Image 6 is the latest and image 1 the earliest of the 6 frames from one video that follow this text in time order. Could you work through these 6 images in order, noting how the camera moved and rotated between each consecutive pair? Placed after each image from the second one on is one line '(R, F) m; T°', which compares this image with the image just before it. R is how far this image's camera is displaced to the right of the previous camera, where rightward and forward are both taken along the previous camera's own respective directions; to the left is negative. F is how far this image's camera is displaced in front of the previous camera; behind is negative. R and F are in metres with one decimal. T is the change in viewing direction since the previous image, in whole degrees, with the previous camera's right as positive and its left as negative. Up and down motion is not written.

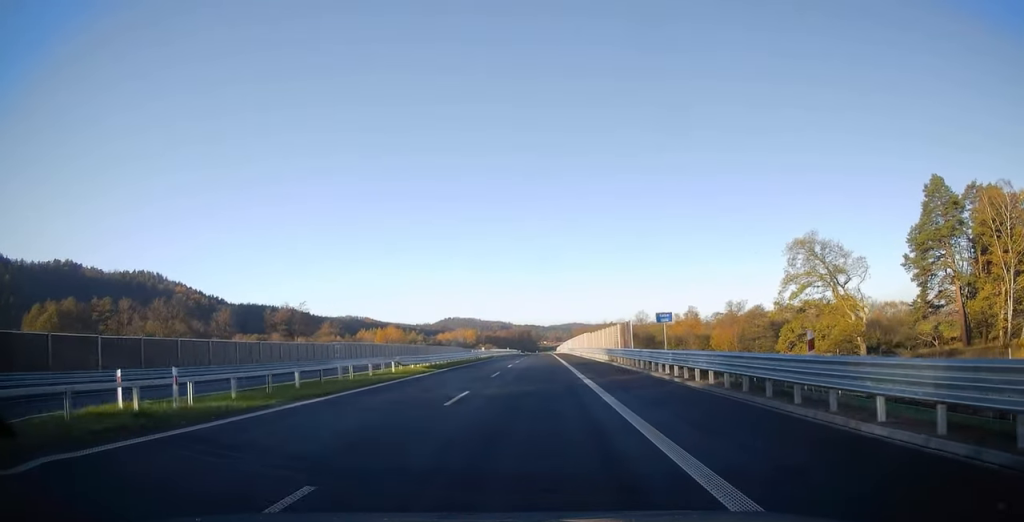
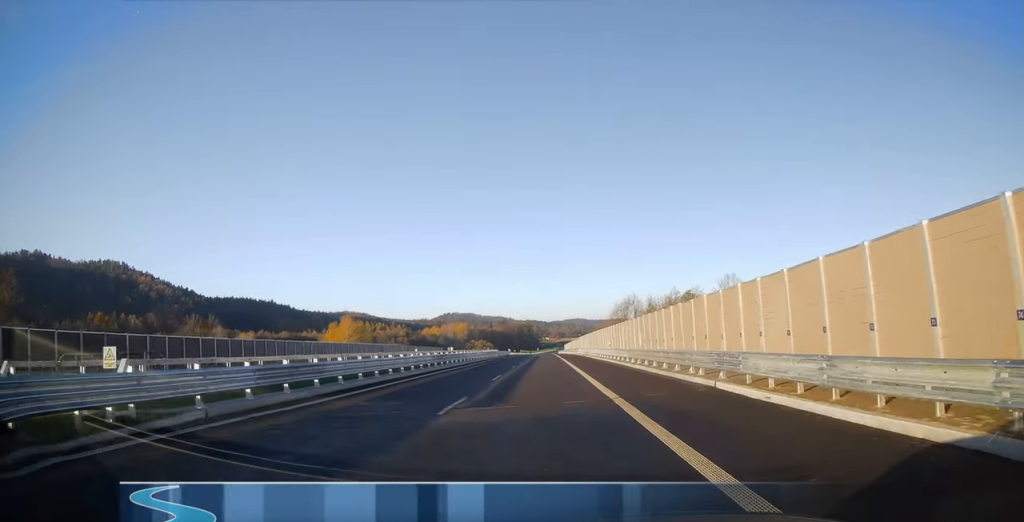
(0.0, +73.6) m; 0°
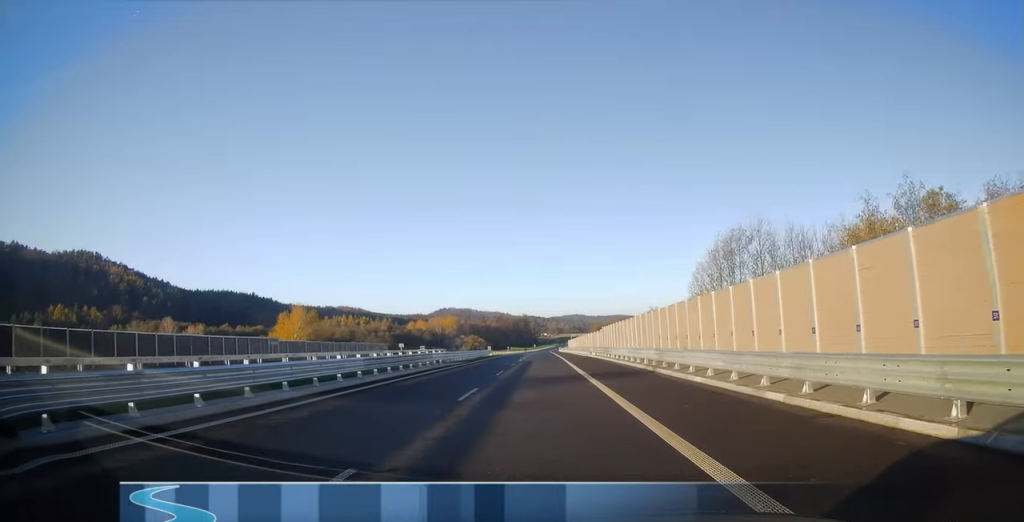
(0.0, +45.1) m; 0°
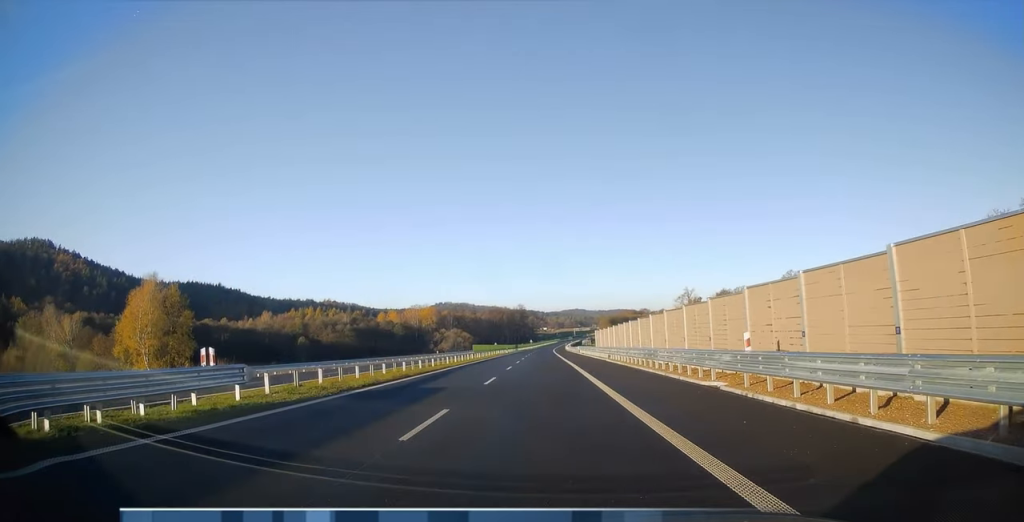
(-0.1, +77.5) m; 0°
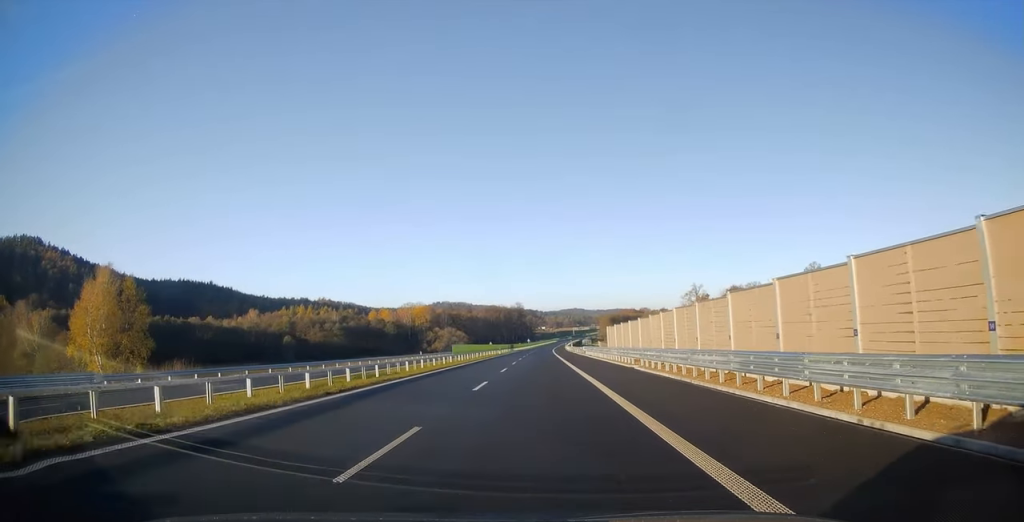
(+0.2, +14.6) m; 0°
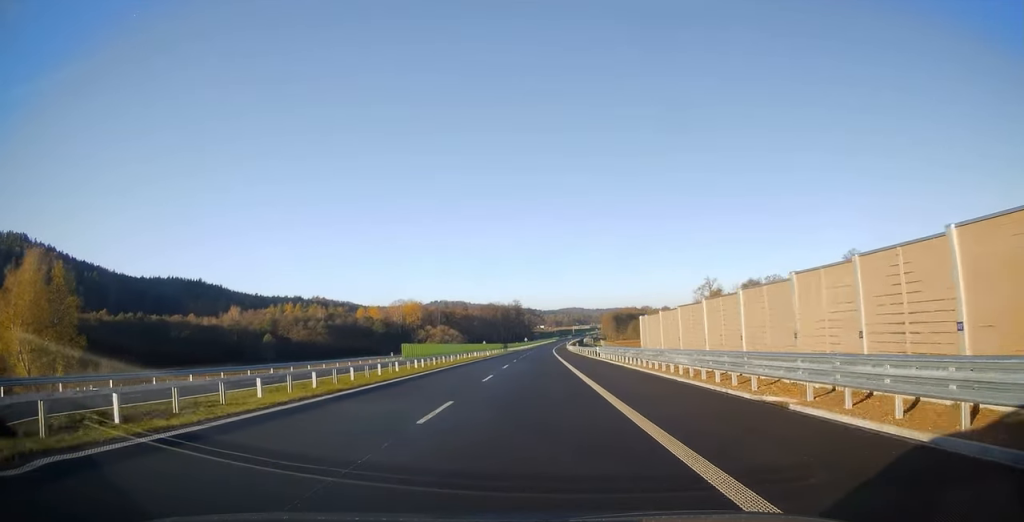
(+0.1, +19.5) m; 0°
